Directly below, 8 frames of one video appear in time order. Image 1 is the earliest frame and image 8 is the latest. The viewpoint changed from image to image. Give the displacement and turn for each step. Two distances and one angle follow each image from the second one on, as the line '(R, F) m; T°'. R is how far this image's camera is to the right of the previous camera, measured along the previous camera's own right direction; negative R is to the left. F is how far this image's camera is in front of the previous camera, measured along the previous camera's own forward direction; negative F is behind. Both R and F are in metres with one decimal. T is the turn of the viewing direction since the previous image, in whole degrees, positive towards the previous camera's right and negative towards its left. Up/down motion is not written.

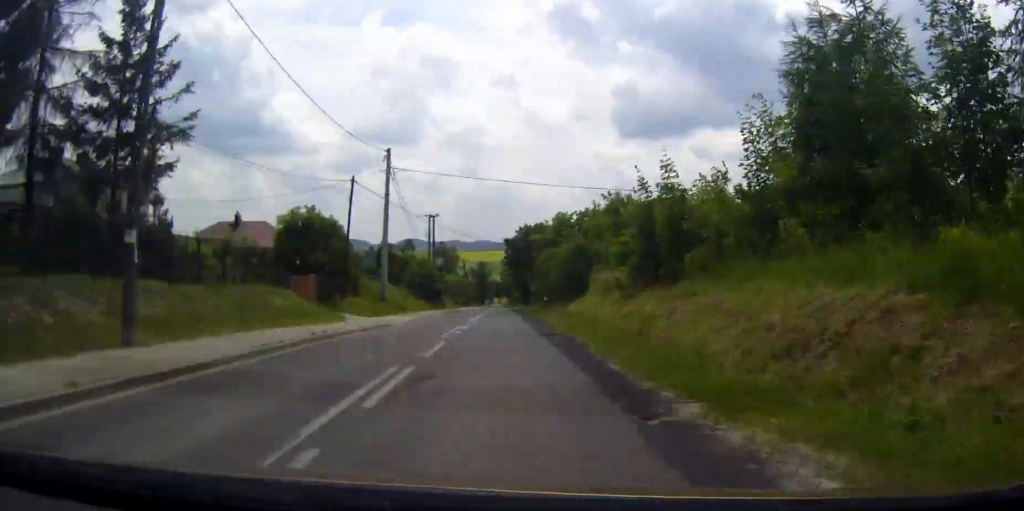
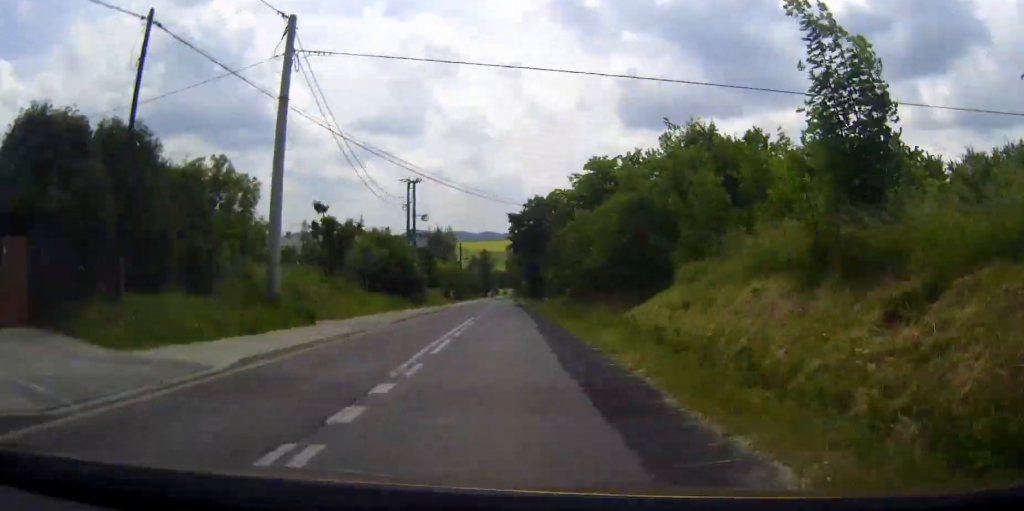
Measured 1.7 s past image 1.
(+0.1, +22.5) m; 0°
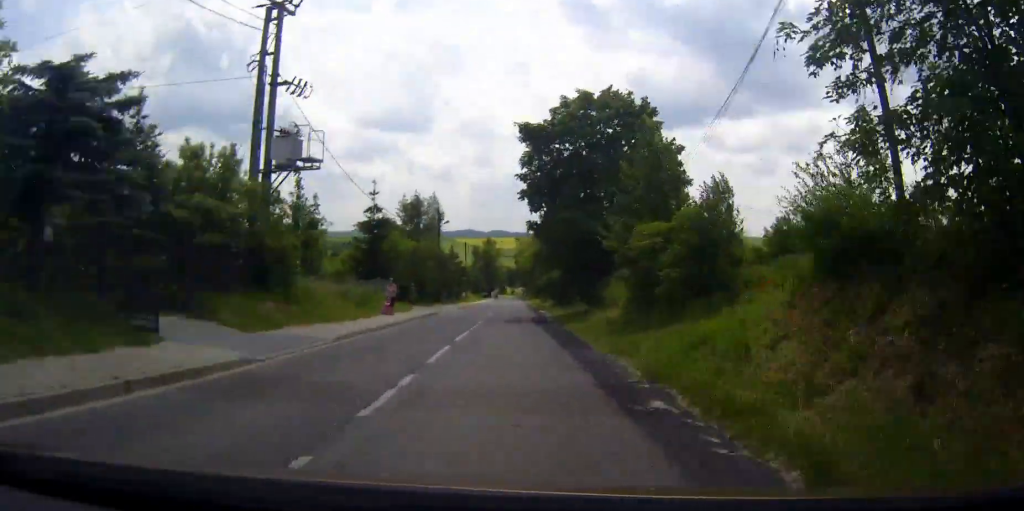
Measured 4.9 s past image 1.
(-0.1, +41.6) m; 0°
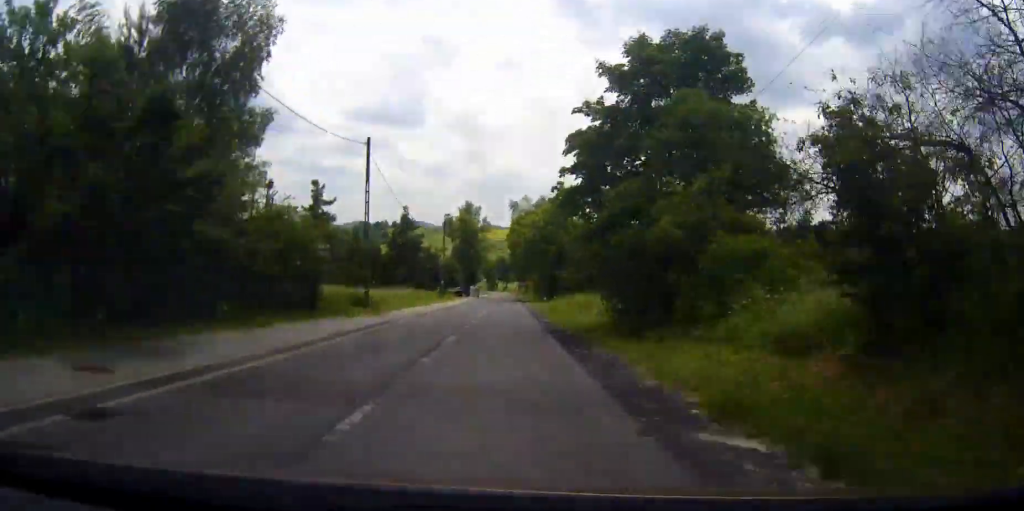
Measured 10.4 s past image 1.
(0.0, +69.3) m; 0°
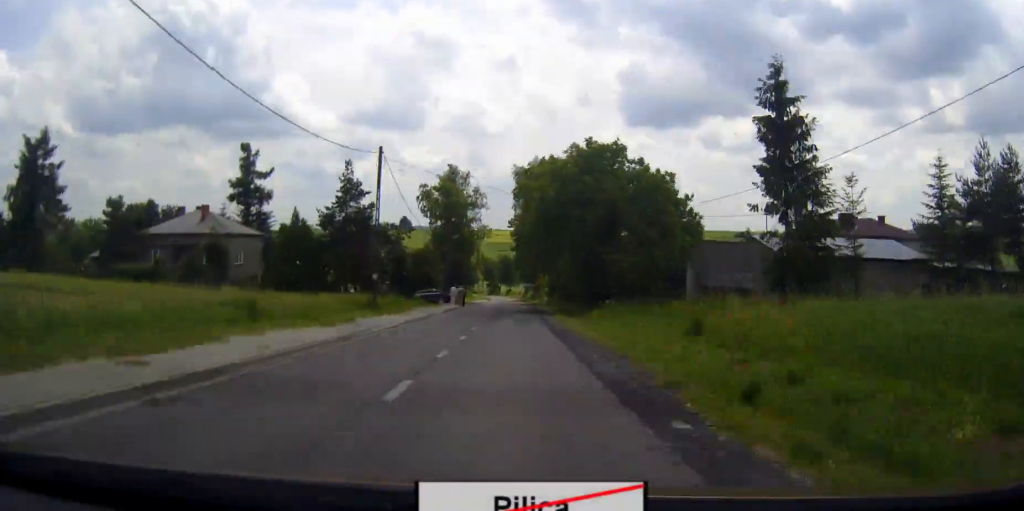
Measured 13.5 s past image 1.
(-0.1, +39.6) m; 0°
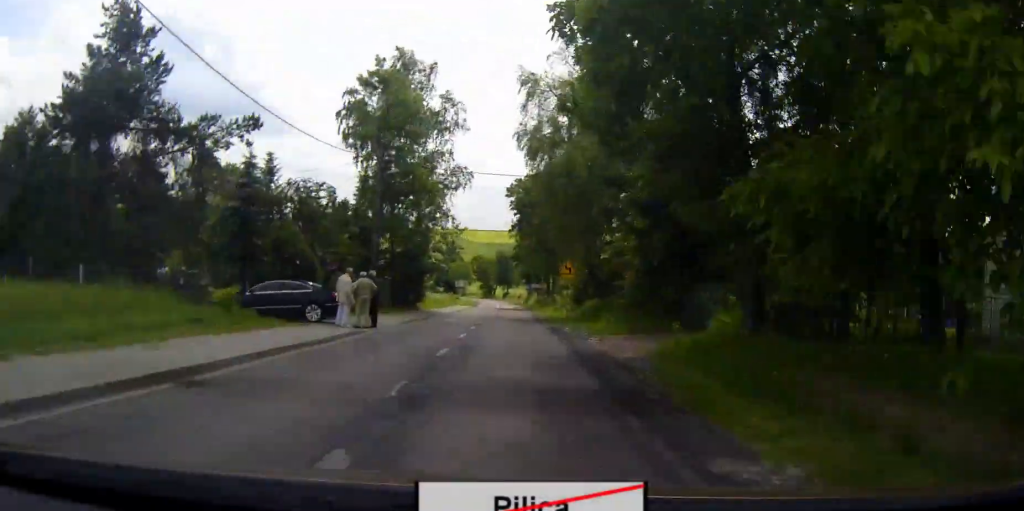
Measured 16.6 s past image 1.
(+0.1, +41.4) m; 0°
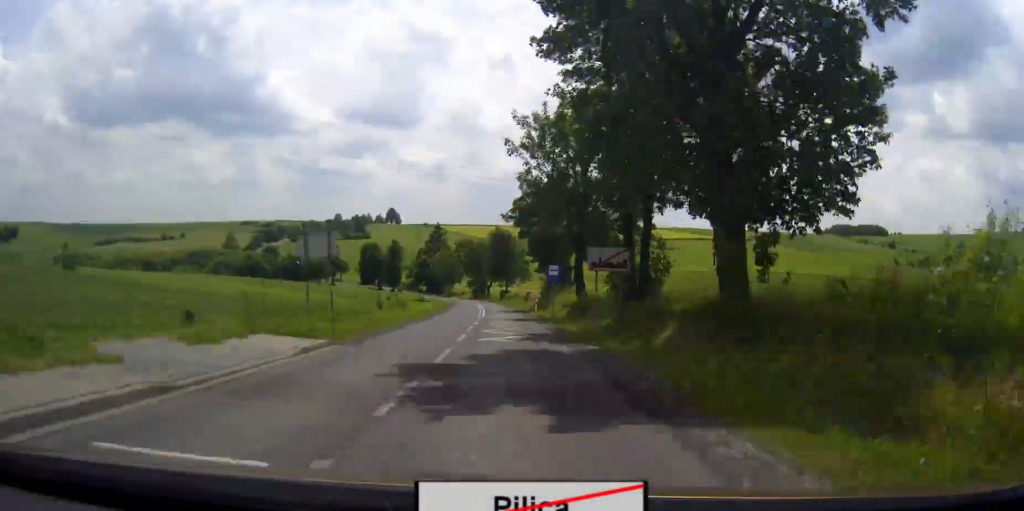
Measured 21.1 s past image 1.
(-0.2, +65.4) m; -1°
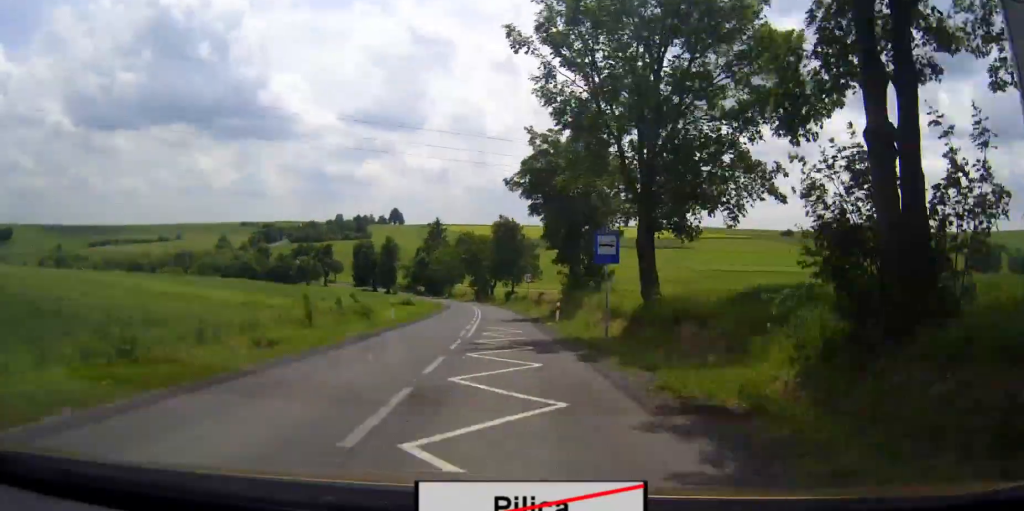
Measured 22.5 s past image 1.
(-0.2, +22.6) m; -1°
